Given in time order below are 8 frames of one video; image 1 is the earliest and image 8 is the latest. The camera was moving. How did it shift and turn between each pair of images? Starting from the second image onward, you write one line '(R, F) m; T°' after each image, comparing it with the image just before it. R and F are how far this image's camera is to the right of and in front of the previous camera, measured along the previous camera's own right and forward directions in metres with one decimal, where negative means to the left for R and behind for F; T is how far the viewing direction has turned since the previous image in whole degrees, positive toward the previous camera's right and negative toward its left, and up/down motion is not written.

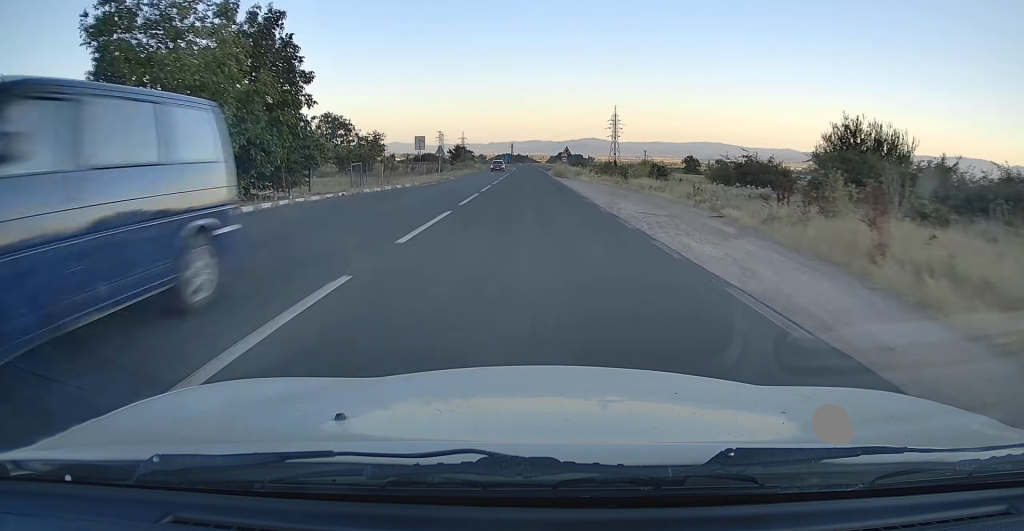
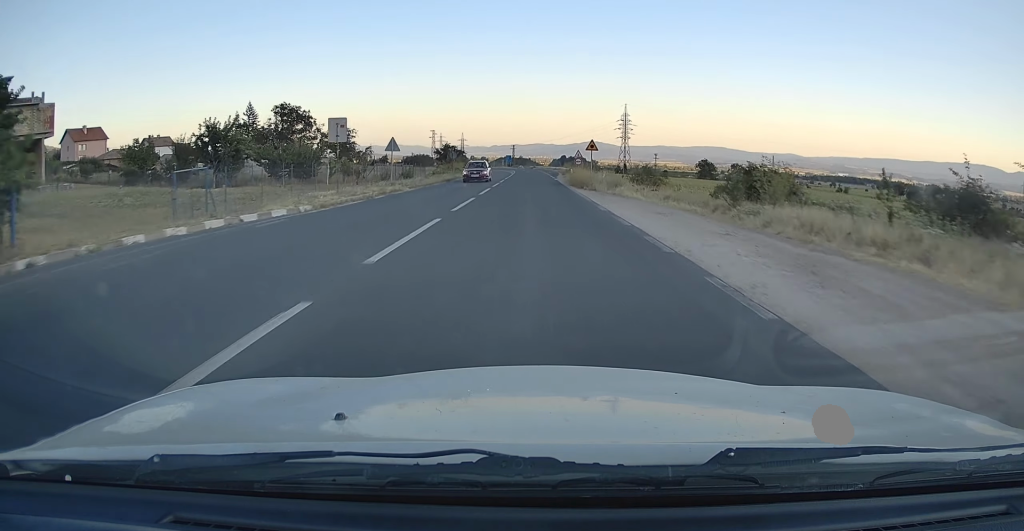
(-0.1, +19.5) m; 0°
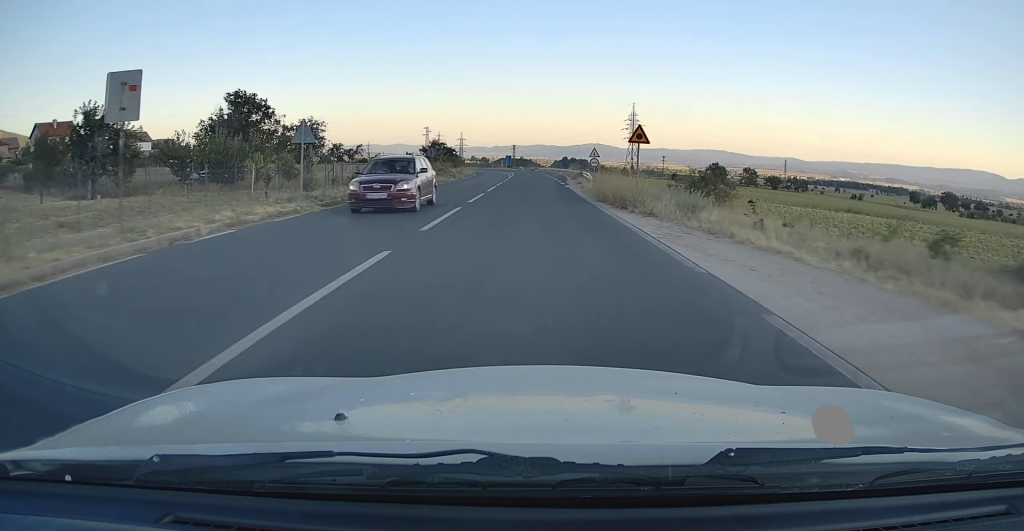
(+0.1, +14.0) m; 0°
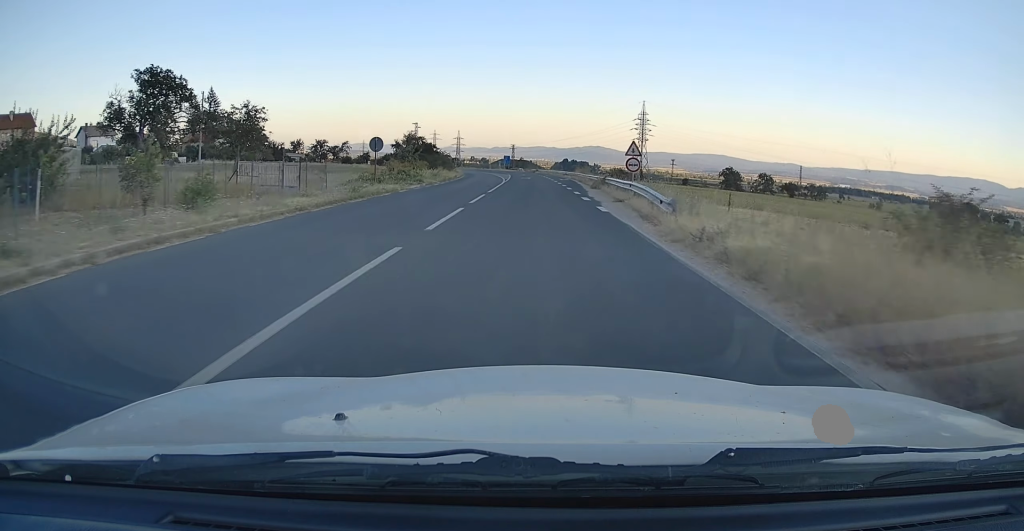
(-0.2, +17.9) m; 0°
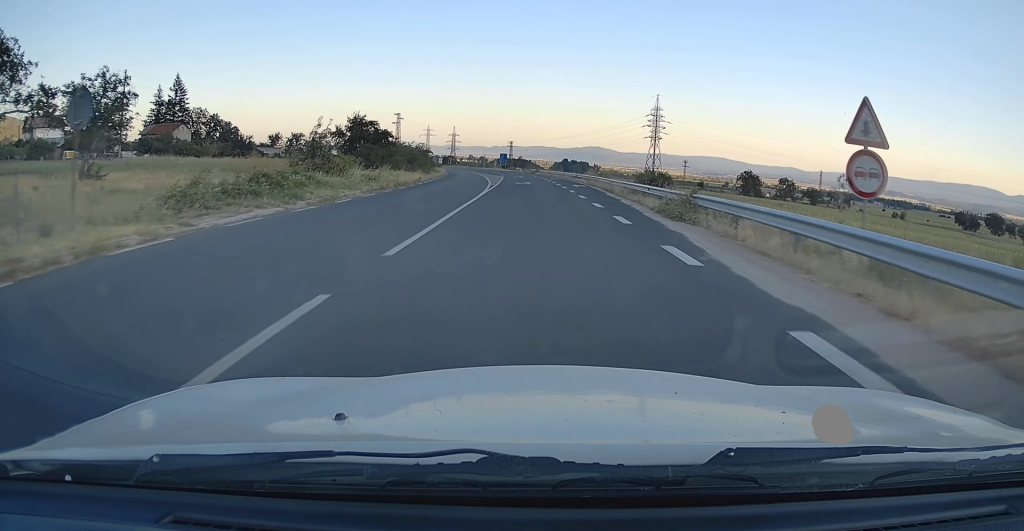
(+0.2, +20.9) m; 0°
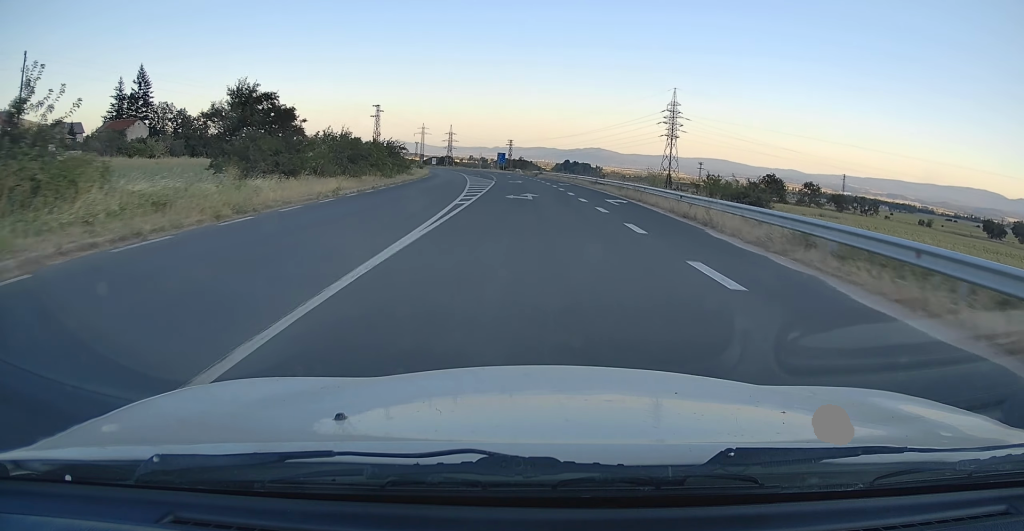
(-0.1, +19.3) m; 0°
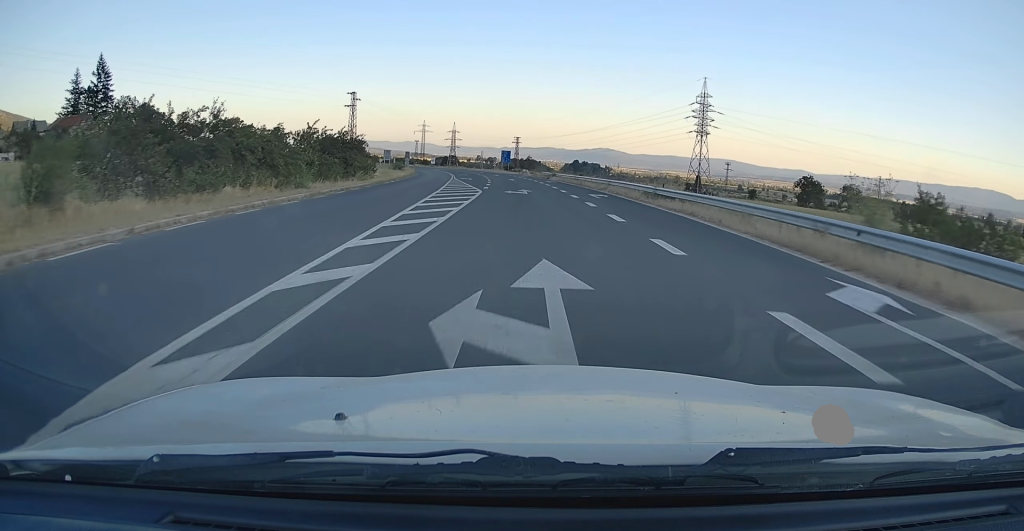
(-0.1, +20.6) m; 0°
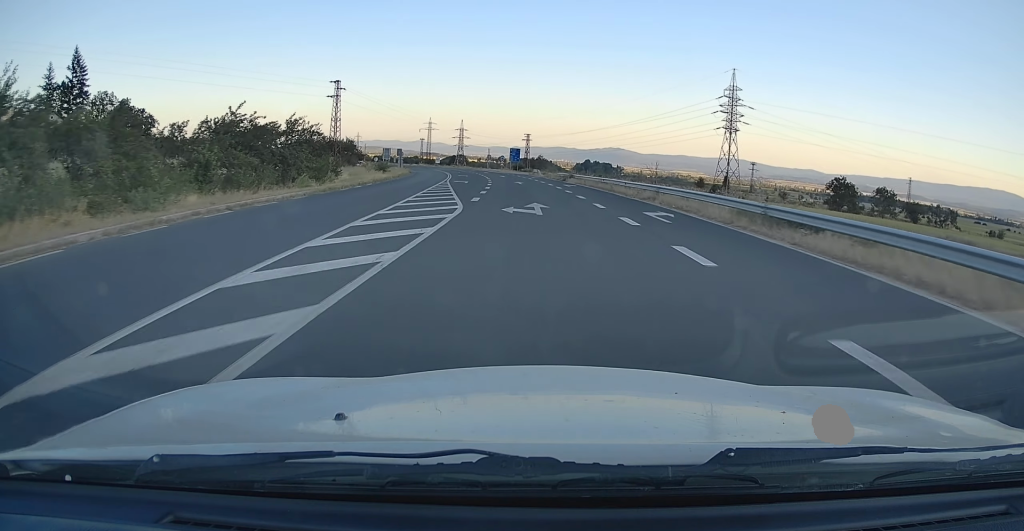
(0.0, +12.8) m; 0°
